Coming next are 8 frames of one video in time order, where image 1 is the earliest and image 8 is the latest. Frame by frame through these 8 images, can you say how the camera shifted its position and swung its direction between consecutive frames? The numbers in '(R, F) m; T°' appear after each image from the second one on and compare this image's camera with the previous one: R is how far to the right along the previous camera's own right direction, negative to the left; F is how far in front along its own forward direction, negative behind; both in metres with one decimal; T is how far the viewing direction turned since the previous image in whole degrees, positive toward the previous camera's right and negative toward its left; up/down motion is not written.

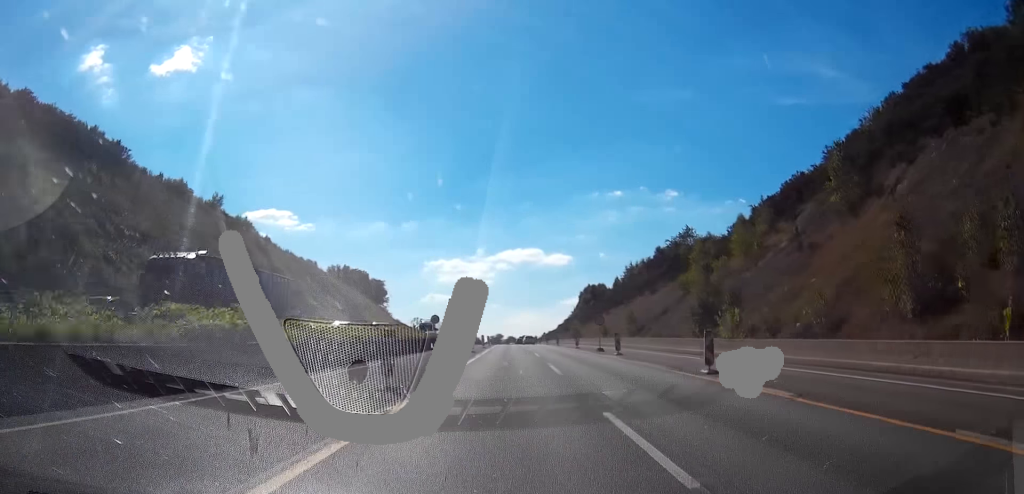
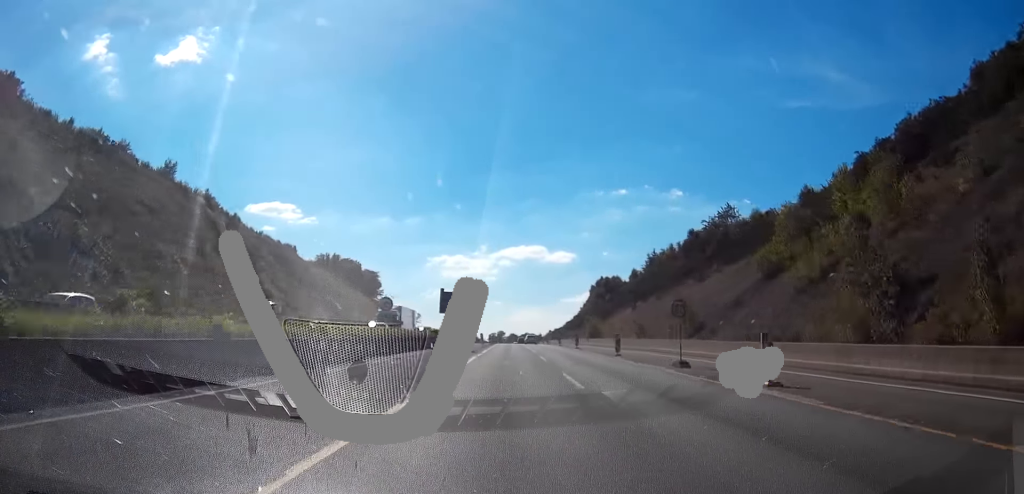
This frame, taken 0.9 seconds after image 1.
(+0.3, +25.4) m; +1°
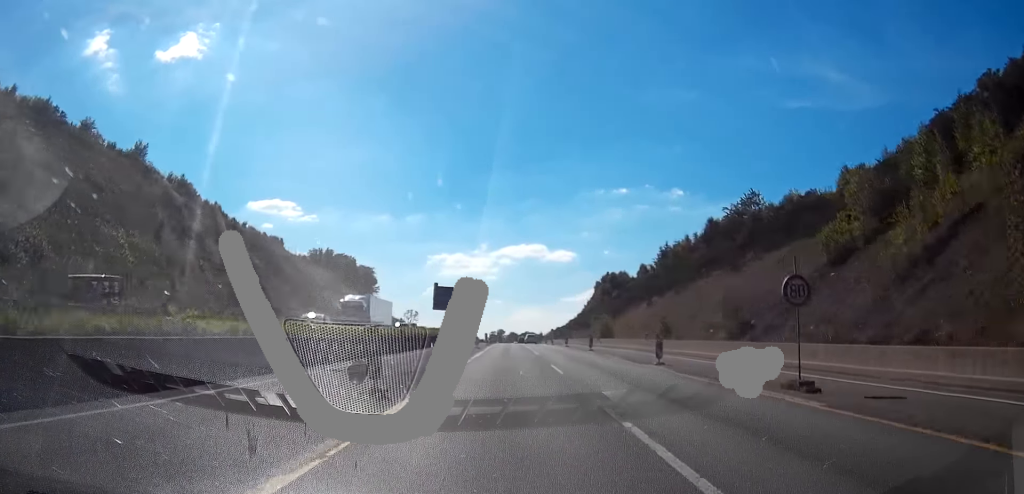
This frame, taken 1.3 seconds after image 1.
(+0.1, +11.8) m; 0°
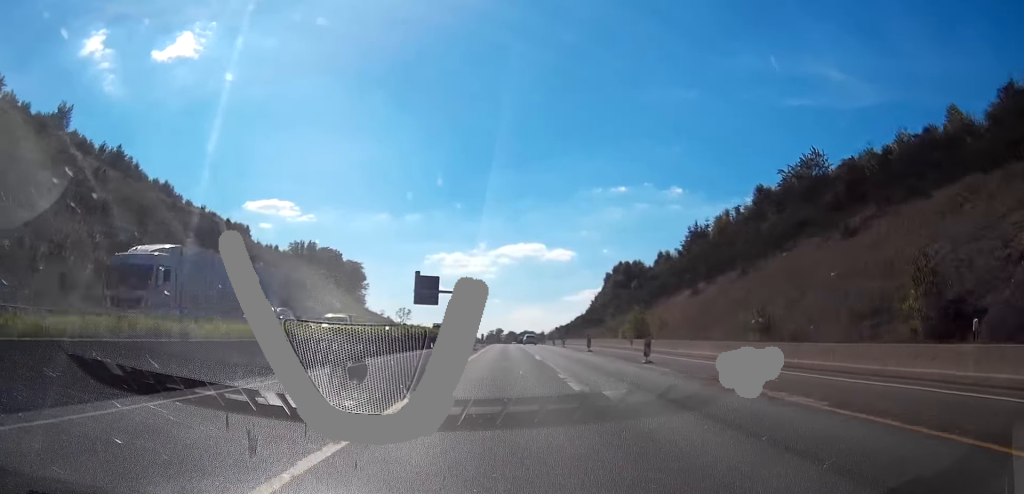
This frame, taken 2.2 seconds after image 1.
(+0.1, +23.6) m; 0°
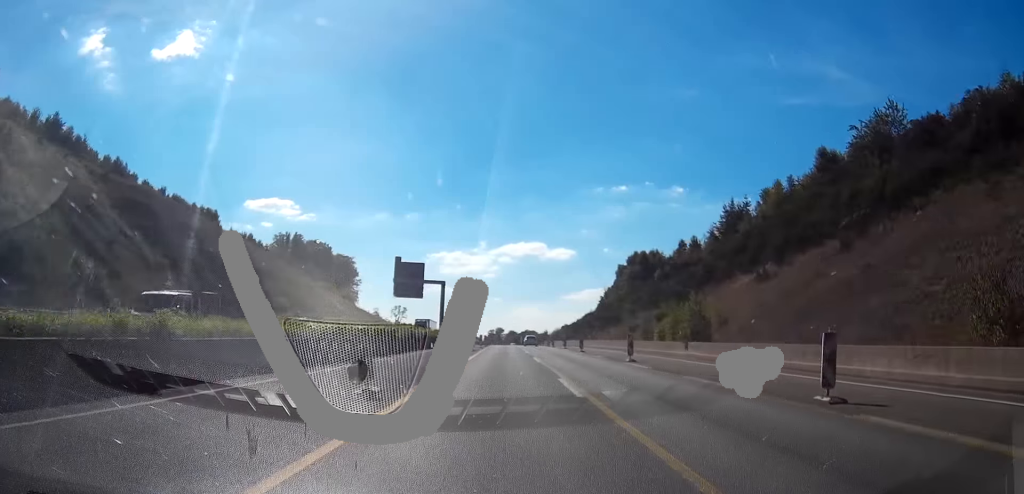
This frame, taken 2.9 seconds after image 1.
(0.0, +19.1) m; 0°
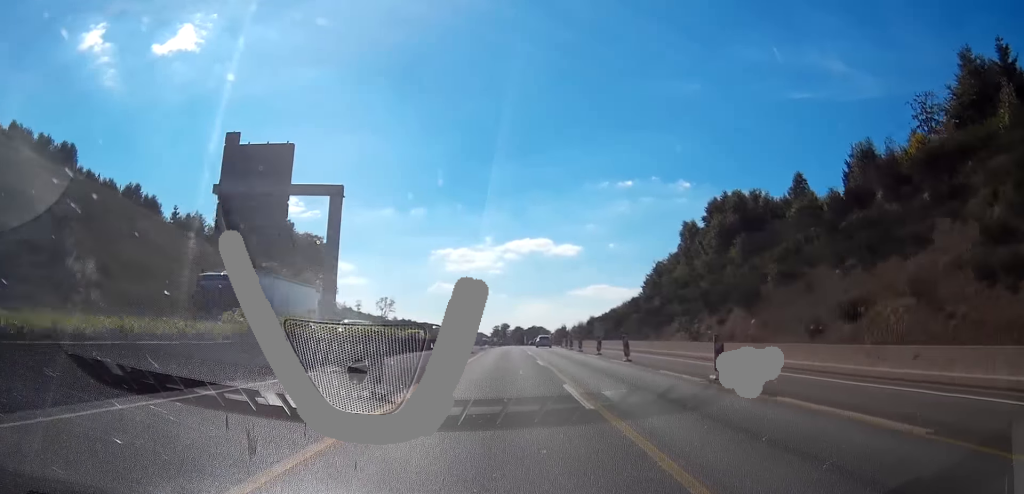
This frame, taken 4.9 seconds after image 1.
(-0.3, +54.8) m; 0°
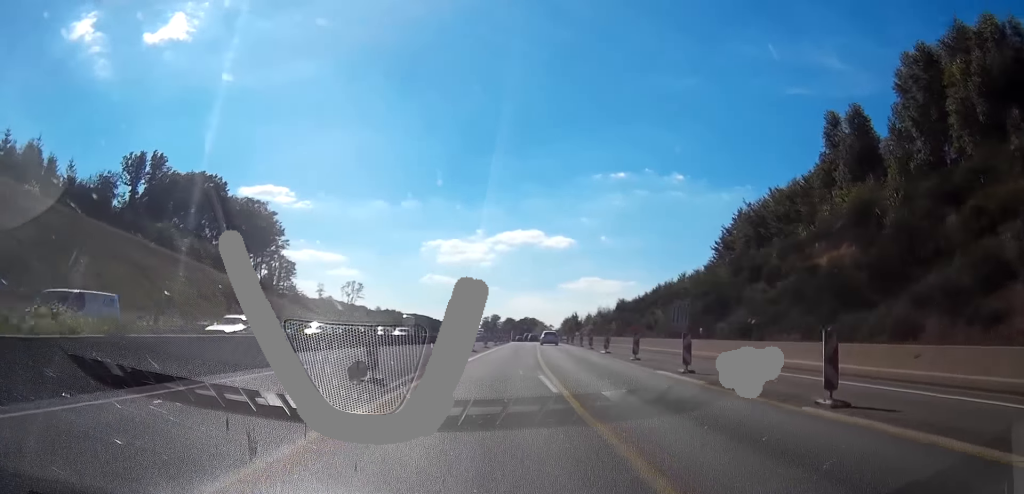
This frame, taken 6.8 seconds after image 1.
(+0.7, +49.4) m; +1°
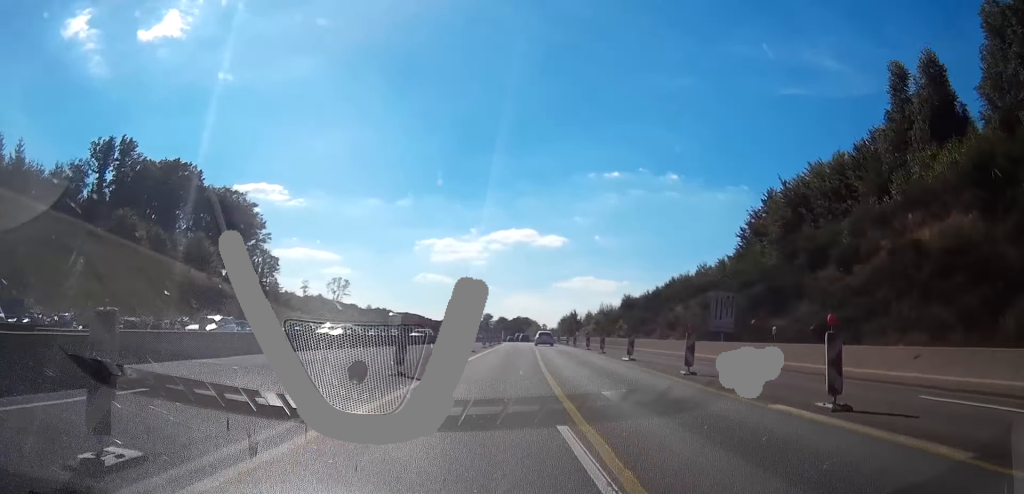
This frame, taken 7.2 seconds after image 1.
(-0.1, +11.4) m; 0°
